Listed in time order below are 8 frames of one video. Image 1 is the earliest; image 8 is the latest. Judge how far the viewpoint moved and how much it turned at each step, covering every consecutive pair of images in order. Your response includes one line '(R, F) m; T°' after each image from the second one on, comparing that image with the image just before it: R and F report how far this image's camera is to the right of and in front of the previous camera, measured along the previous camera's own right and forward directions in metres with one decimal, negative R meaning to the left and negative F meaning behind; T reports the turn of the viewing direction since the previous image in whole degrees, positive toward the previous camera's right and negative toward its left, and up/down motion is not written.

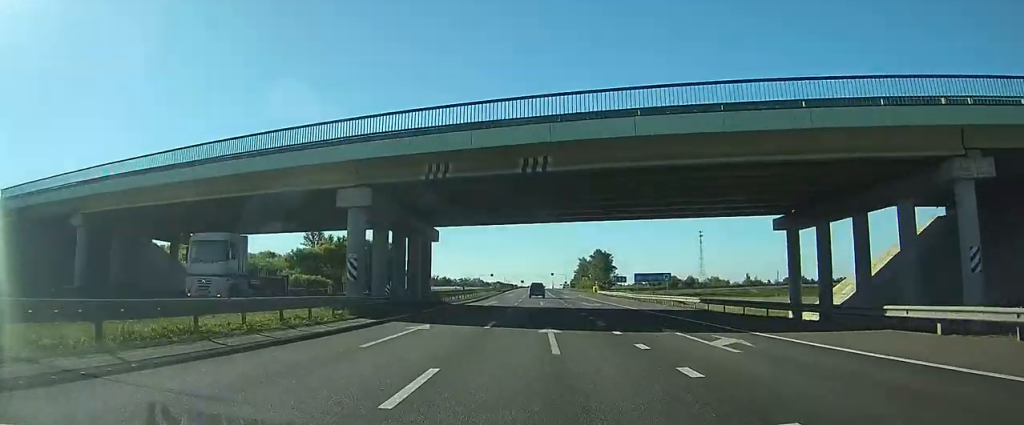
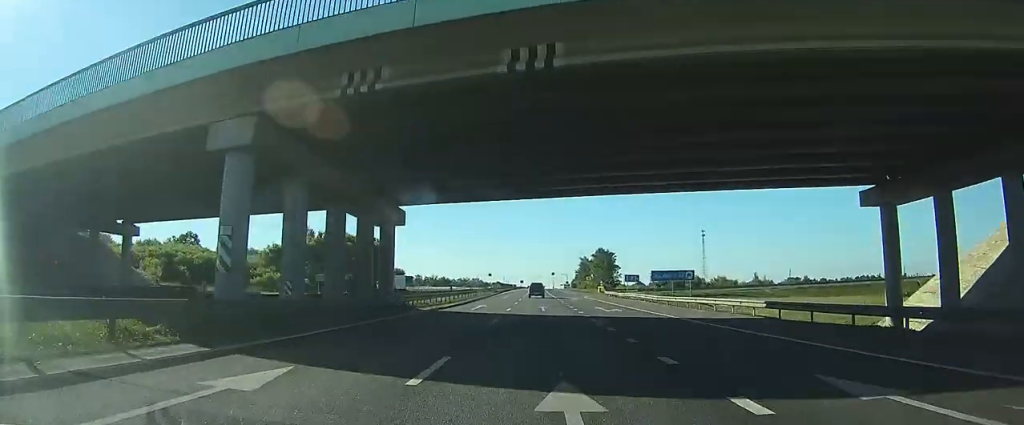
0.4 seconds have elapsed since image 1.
(0.0, +10.7) m; 0°
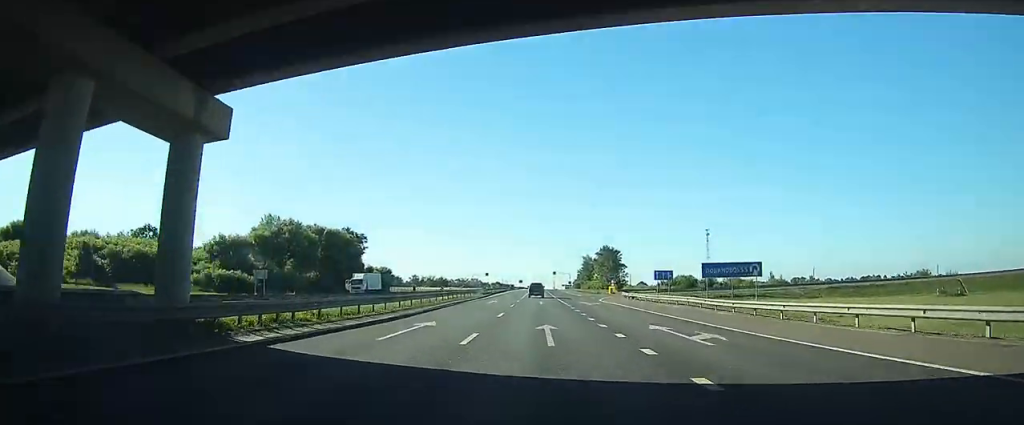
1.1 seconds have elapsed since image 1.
(0.0, +18.6) m; 0°
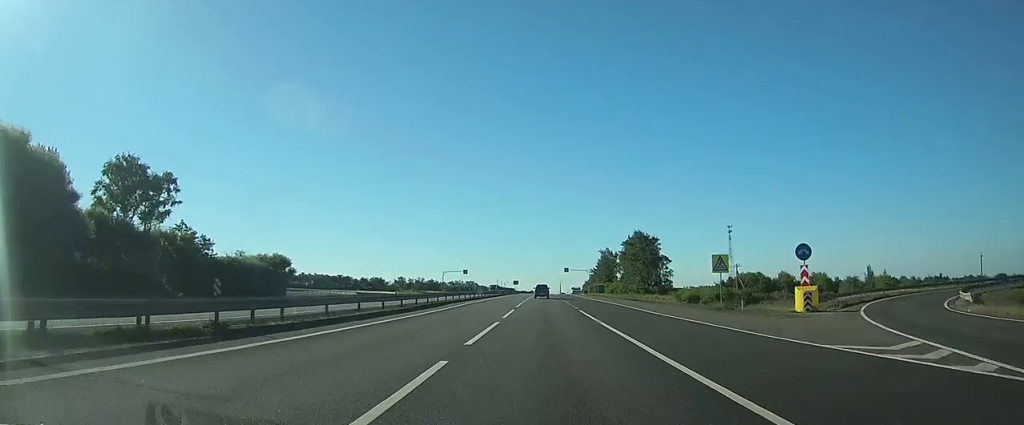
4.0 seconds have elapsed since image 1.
(-0.5, +77.2) m; 0°
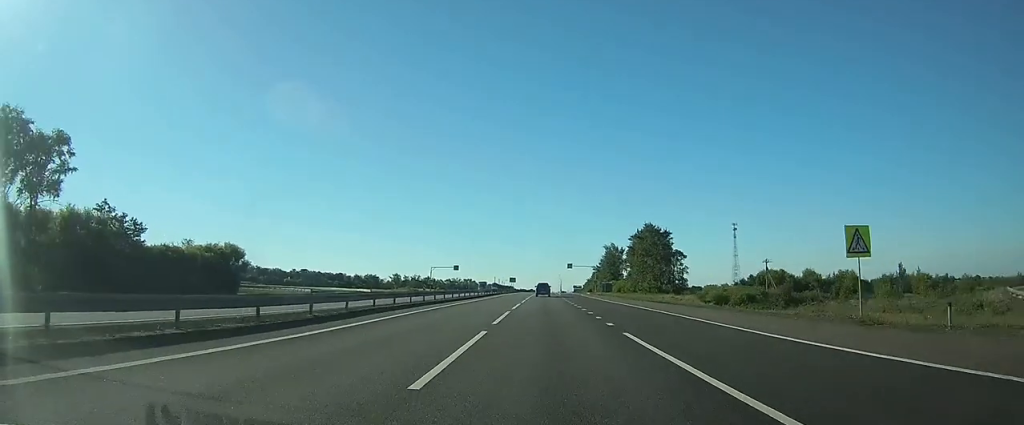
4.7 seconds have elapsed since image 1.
(0.0, +17.5) m; 0°
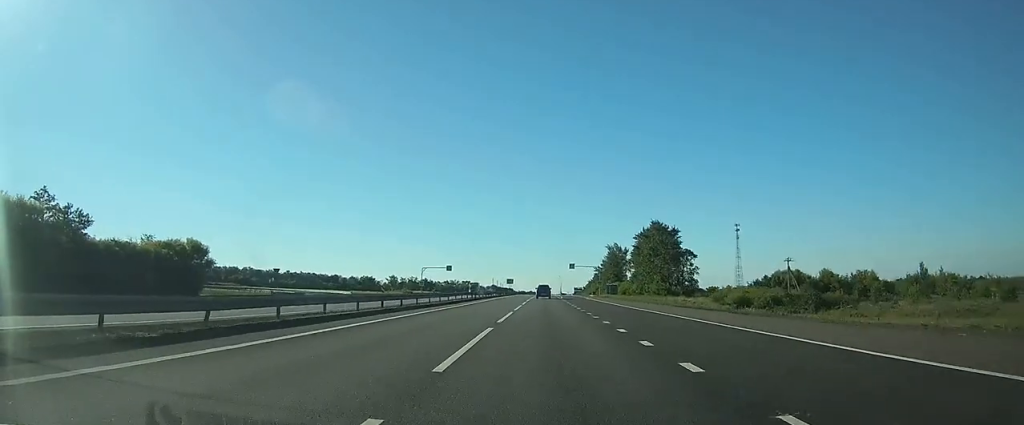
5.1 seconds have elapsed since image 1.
(0.0, +10.5) m; 0°
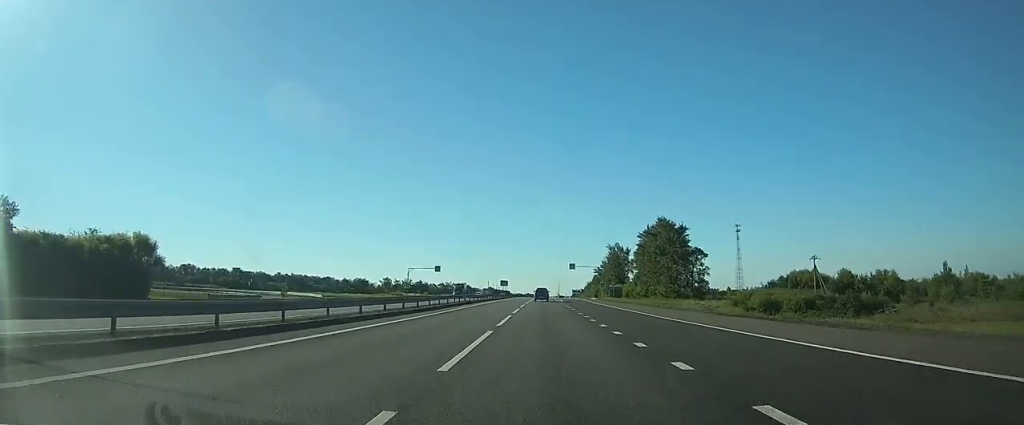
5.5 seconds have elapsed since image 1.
(0.0, +11.4) m; 0°
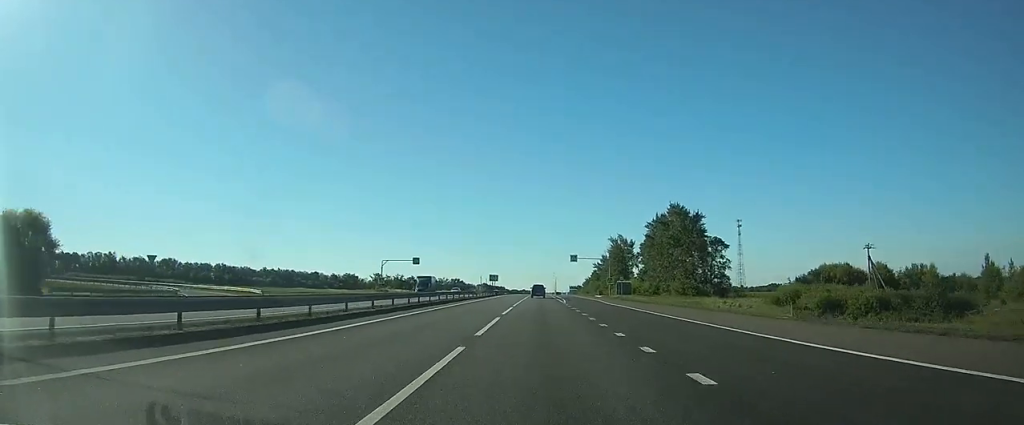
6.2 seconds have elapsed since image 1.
(0.0, +17.6) m; 0°
